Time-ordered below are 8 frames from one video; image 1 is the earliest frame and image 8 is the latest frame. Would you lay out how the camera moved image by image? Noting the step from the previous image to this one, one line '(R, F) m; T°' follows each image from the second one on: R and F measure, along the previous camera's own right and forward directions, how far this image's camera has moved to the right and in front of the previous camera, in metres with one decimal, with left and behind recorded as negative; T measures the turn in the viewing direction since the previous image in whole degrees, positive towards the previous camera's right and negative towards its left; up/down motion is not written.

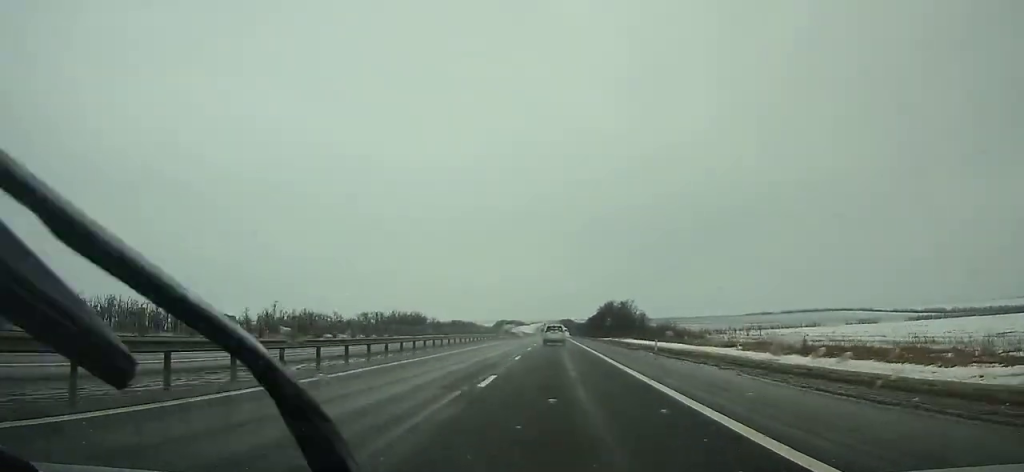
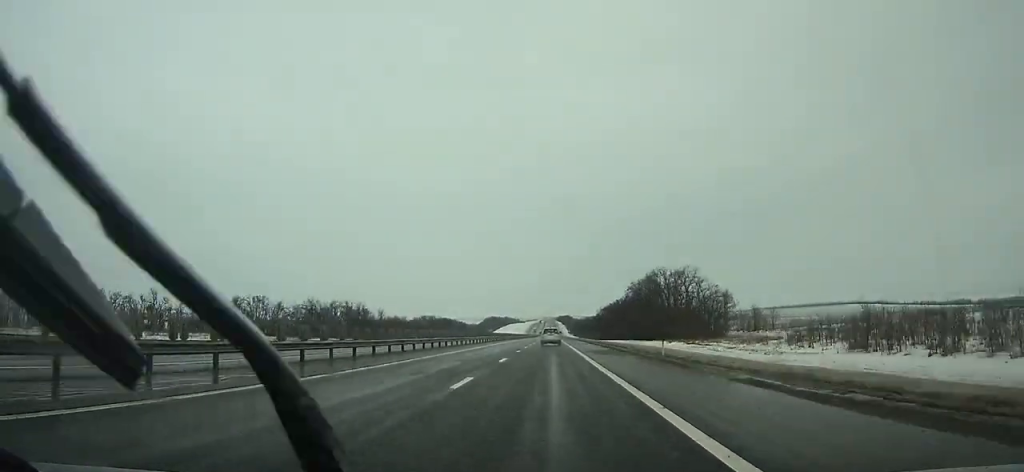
(+0.1, +108.8) m; 0°
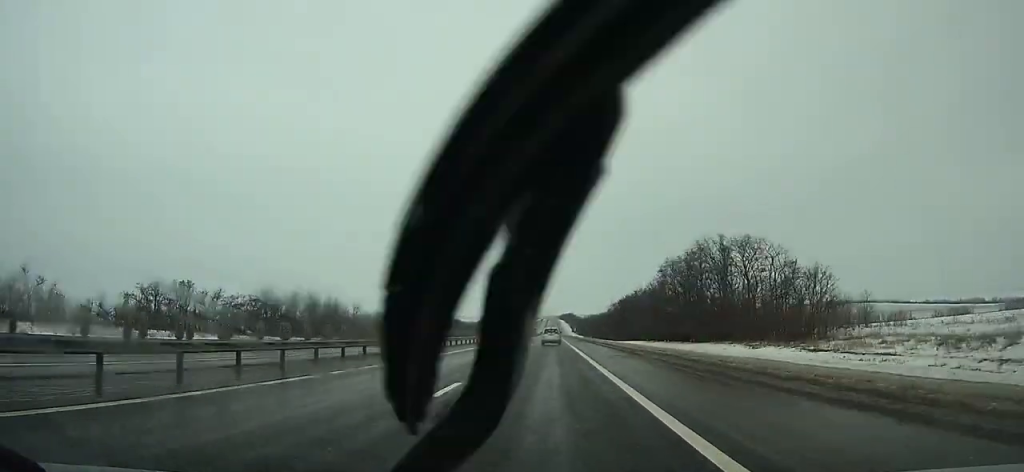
(0.0, +36.8) m; 0°
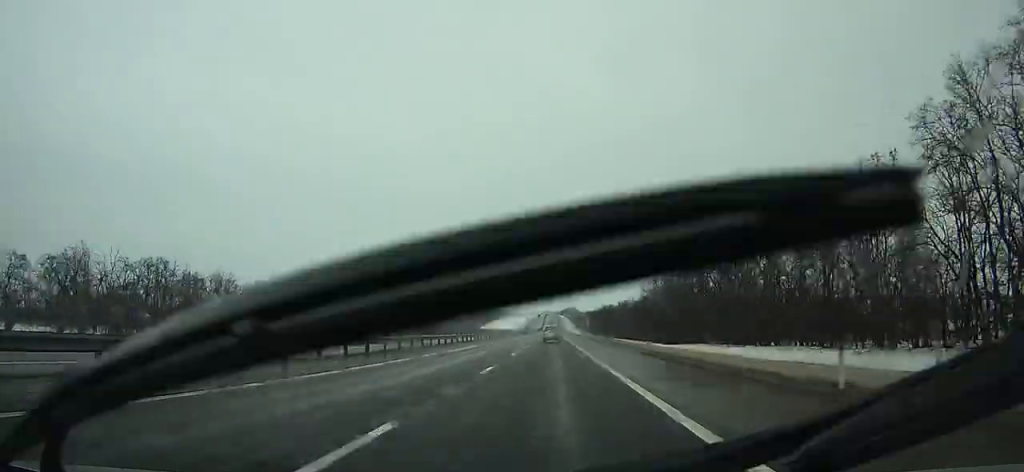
(-0.1, +77.1) m; 0°
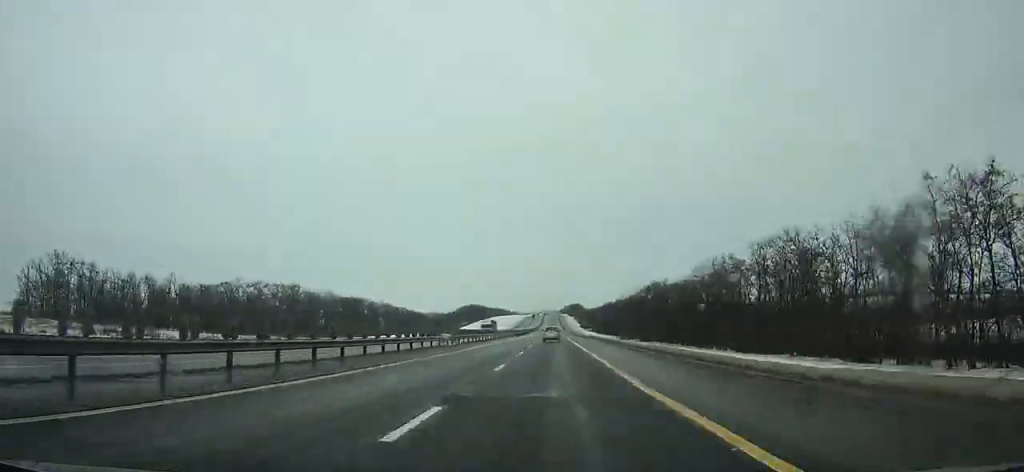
(0.0, +118.2) m; 0°
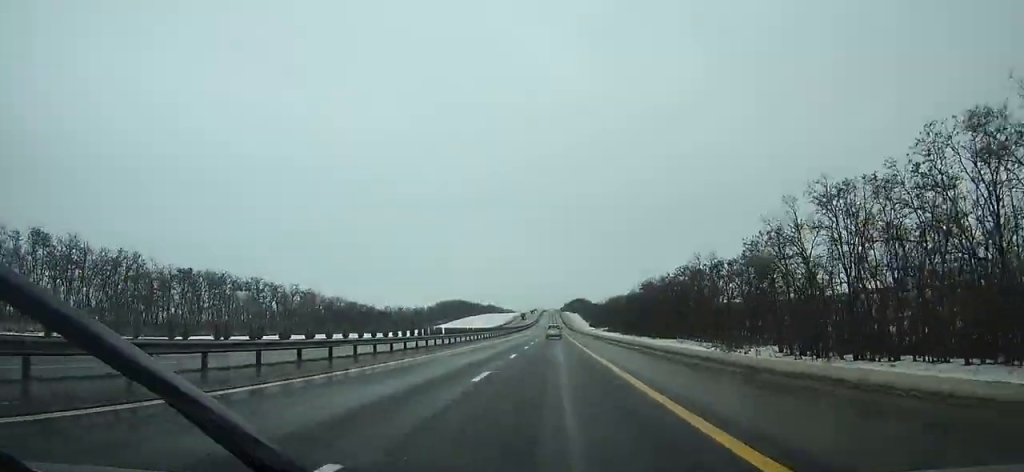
(-0.1, +98.3) m; 0°
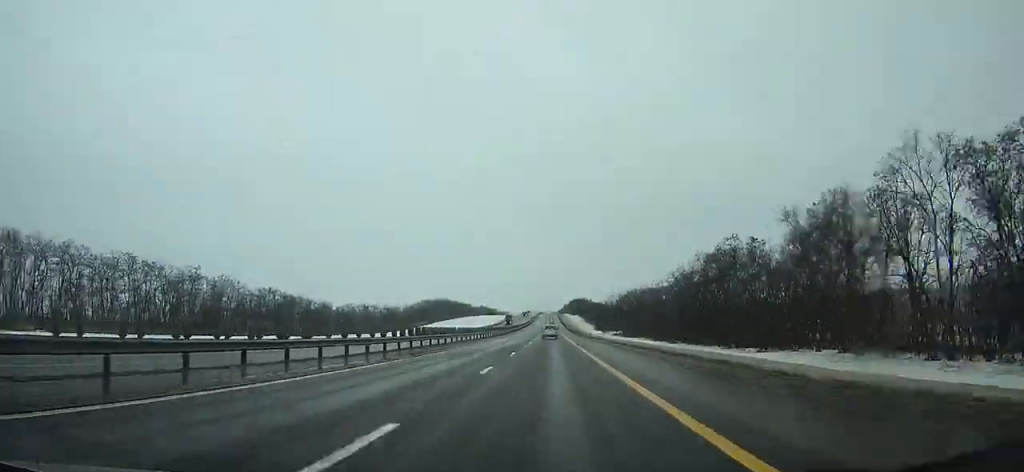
(+0.2, +57.7) m; 0°
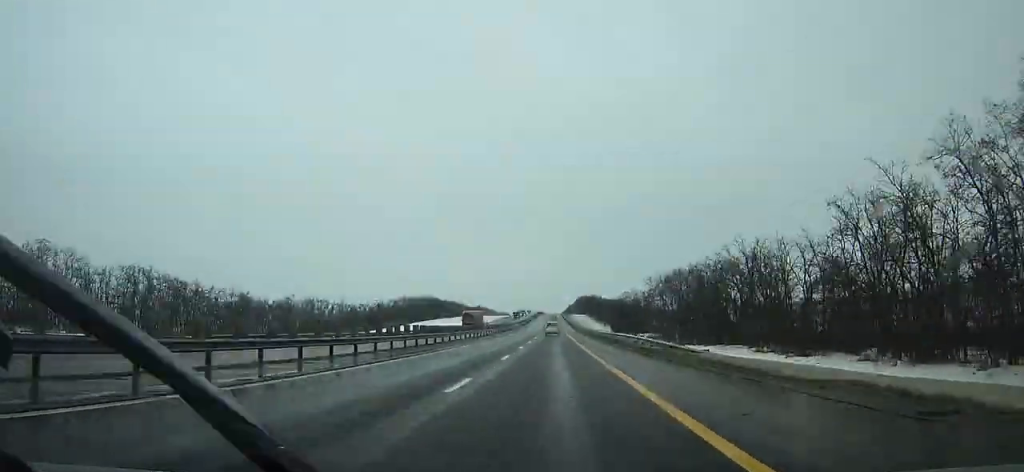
(+0.3, +63.4) m; 0°
